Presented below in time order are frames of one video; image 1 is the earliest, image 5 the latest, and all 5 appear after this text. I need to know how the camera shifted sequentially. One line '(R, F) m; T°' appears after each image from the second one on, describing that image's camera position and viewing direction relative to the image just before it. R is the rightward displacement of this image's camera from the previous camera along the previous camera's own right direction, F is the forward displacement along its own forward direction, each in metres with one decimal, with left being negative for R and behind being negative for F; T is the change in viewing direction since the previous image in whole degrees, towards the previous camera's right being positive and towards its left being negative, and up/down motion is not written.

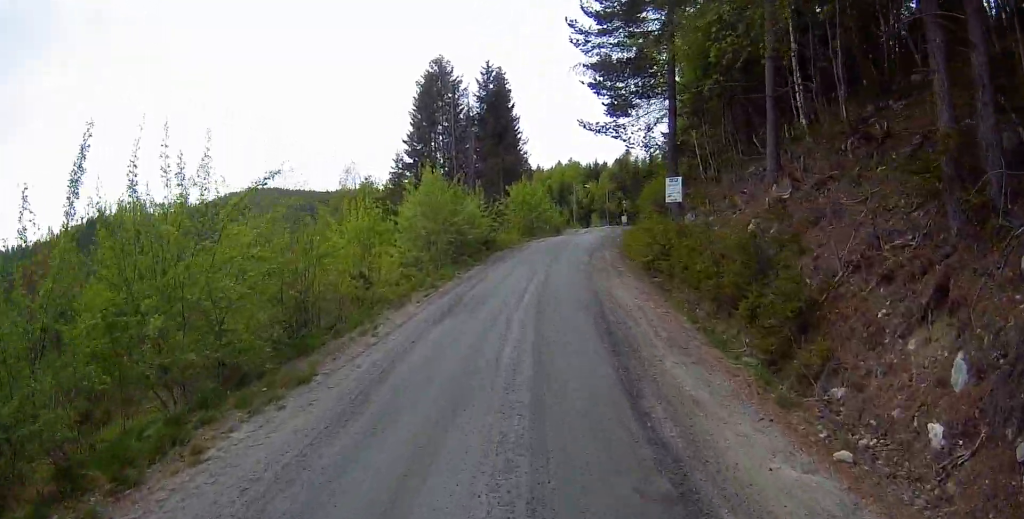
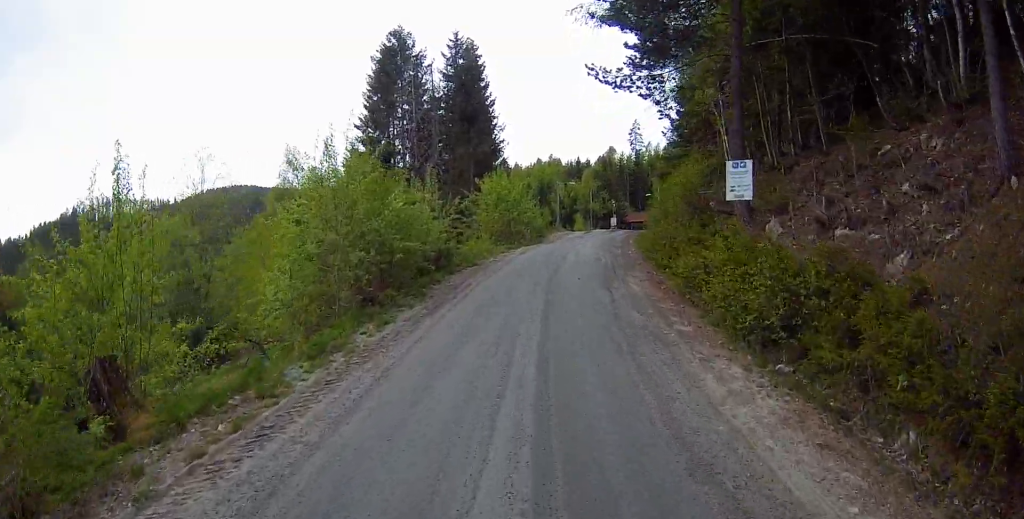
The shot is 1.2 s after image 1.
(+0.1, +10.1) m; +1°
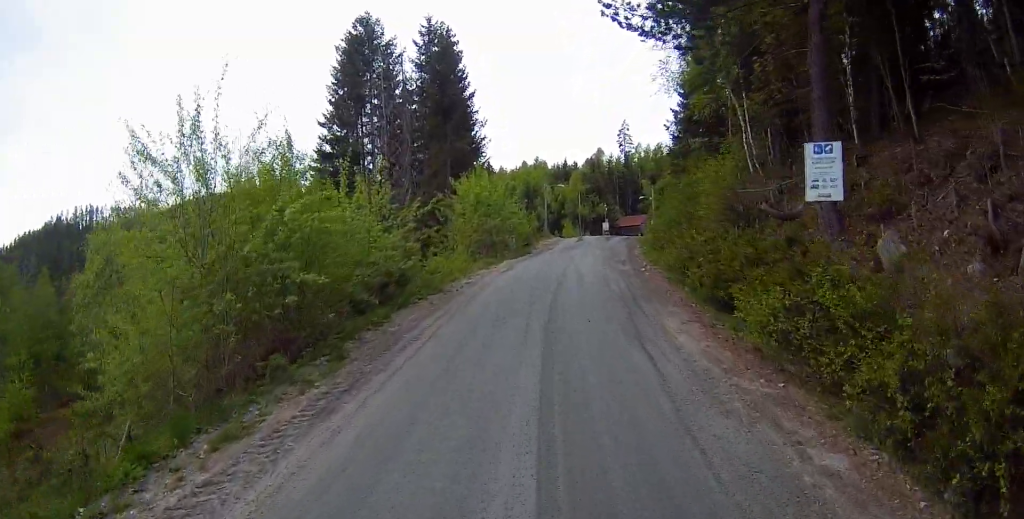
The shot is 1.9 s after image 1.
(0.0, +5.8) m; +1°
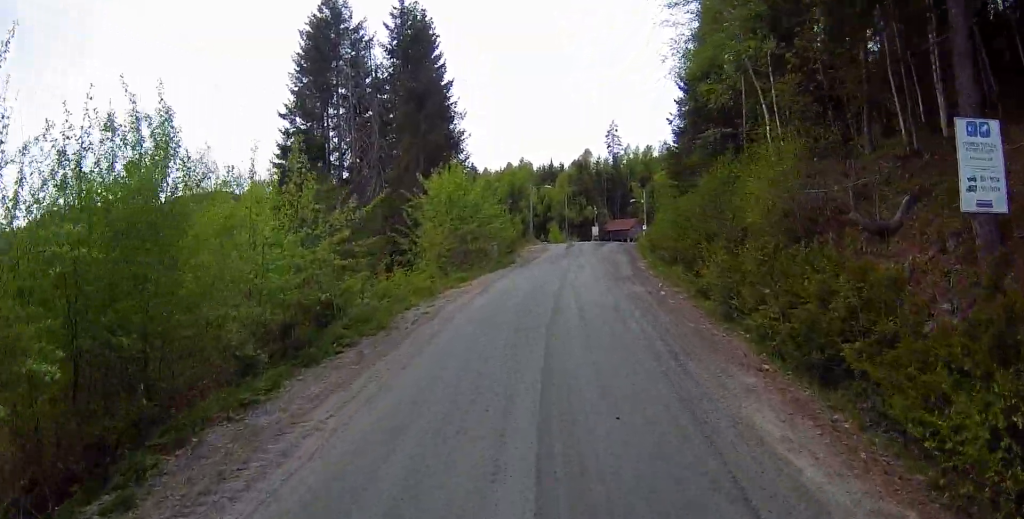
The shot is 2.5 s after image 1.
(0.0, +5.1) m; +1°
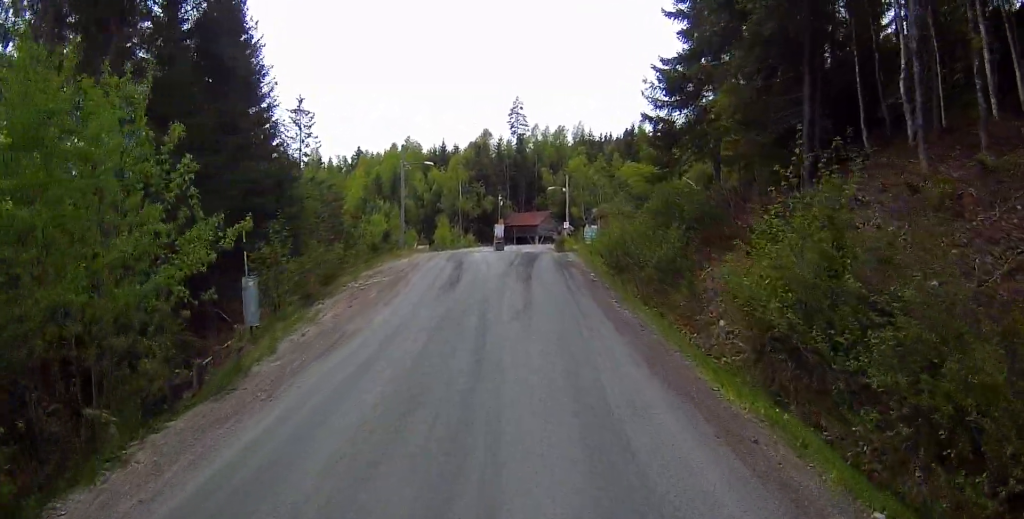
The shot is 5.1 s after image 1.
(+1.2, +22.1) m; +9°
